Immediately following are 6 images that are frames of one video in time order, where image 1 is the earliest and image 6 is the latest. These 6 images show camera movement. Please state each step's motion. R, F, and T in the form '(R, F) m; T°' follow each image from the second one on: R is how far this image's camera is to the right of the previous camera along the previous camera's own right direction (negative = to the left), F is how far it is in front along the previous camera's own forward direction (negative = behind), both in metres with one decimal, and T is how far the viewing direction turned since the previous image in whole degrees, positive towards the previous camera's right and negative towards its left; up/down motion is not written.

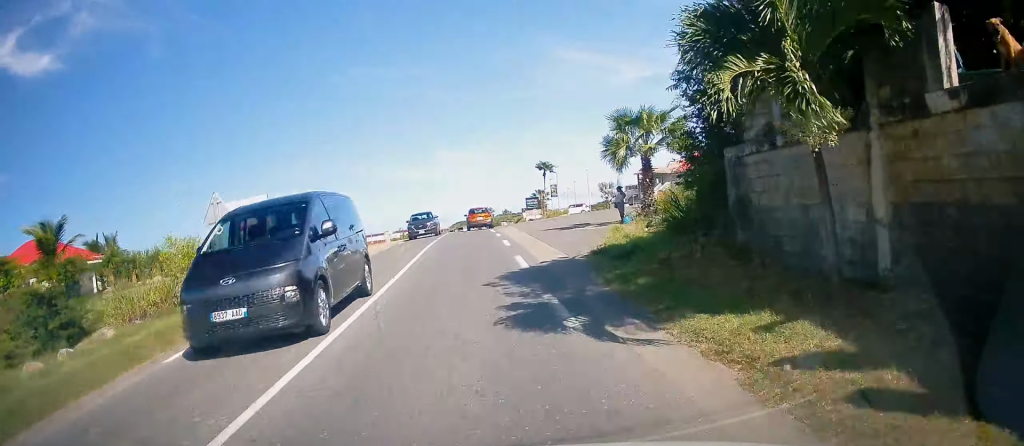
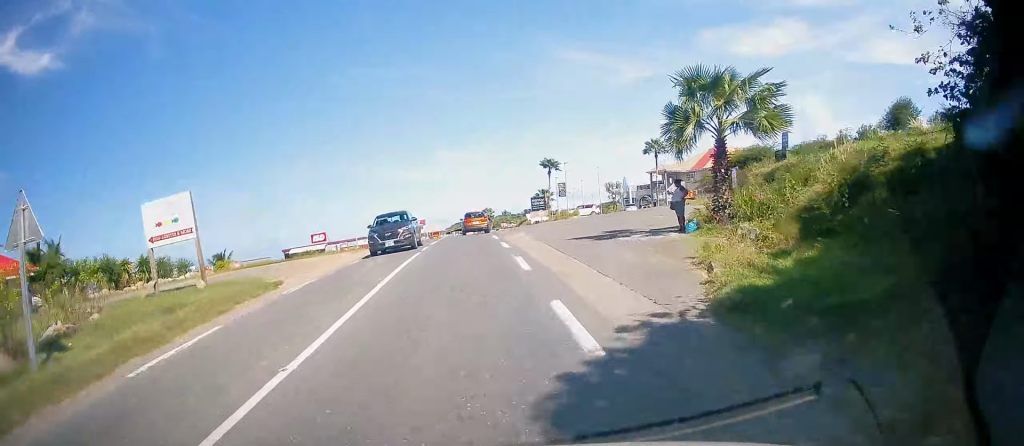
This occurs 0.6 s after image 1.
(+0.2, +7.7) m; -1°
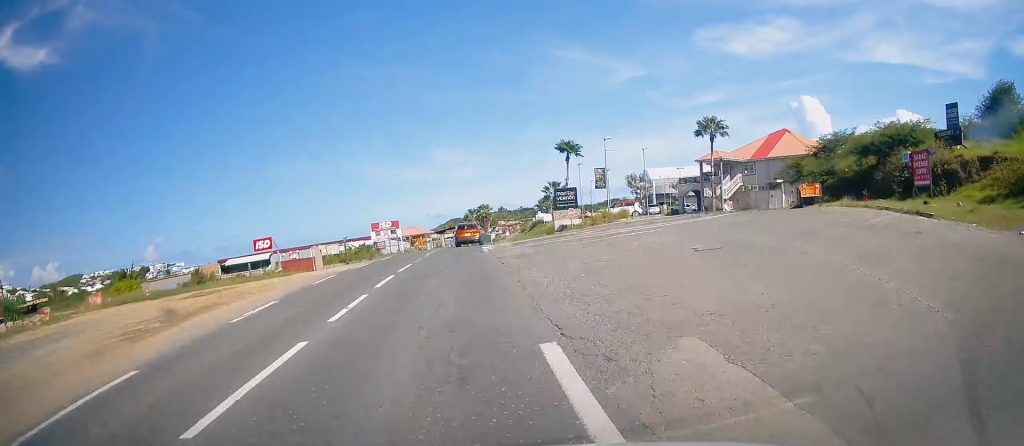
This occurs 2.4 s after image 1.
(+0.2, +22.0) m; +1°
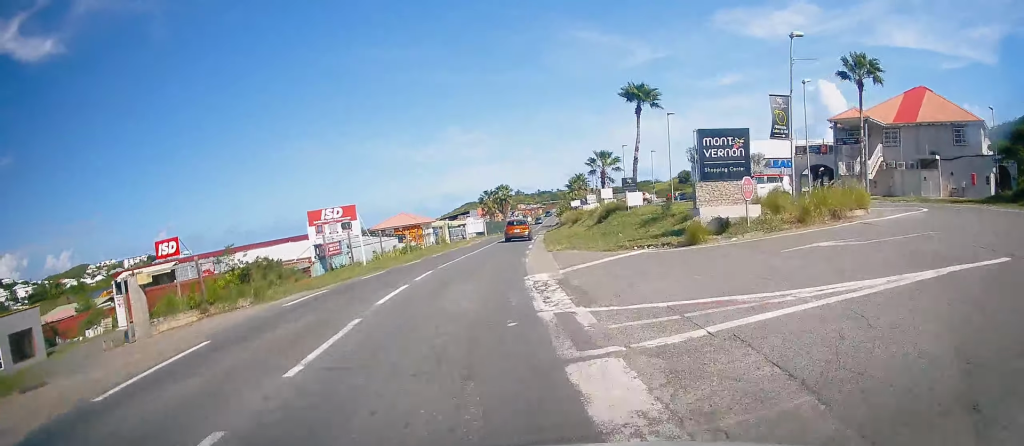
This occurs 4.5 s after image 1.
(-0.8, +24.8) m; -2°
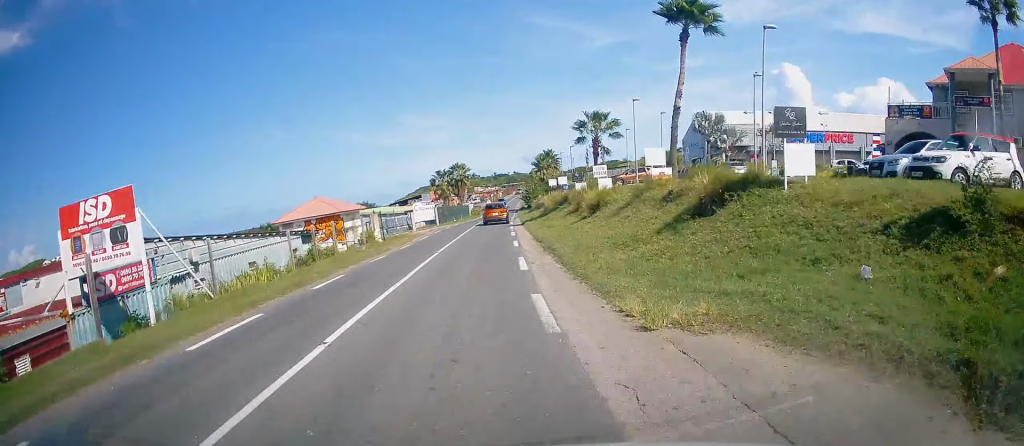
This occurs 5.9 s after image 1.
(0.0, +17.2) m; +2°
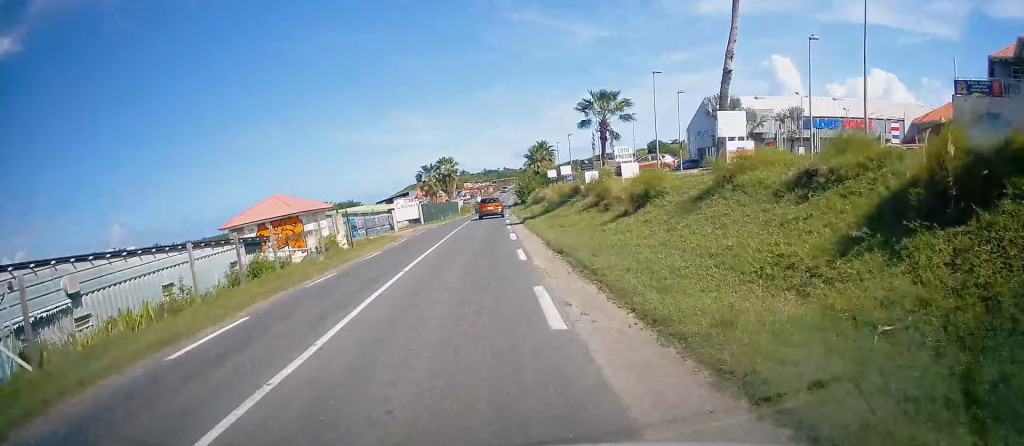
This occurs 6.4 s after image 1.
(+0.2, +7.1) m; +2°
